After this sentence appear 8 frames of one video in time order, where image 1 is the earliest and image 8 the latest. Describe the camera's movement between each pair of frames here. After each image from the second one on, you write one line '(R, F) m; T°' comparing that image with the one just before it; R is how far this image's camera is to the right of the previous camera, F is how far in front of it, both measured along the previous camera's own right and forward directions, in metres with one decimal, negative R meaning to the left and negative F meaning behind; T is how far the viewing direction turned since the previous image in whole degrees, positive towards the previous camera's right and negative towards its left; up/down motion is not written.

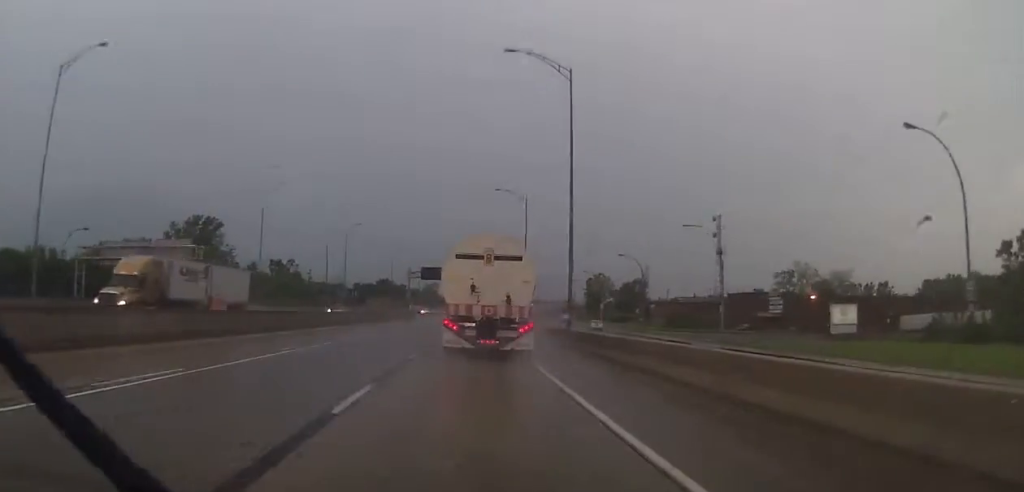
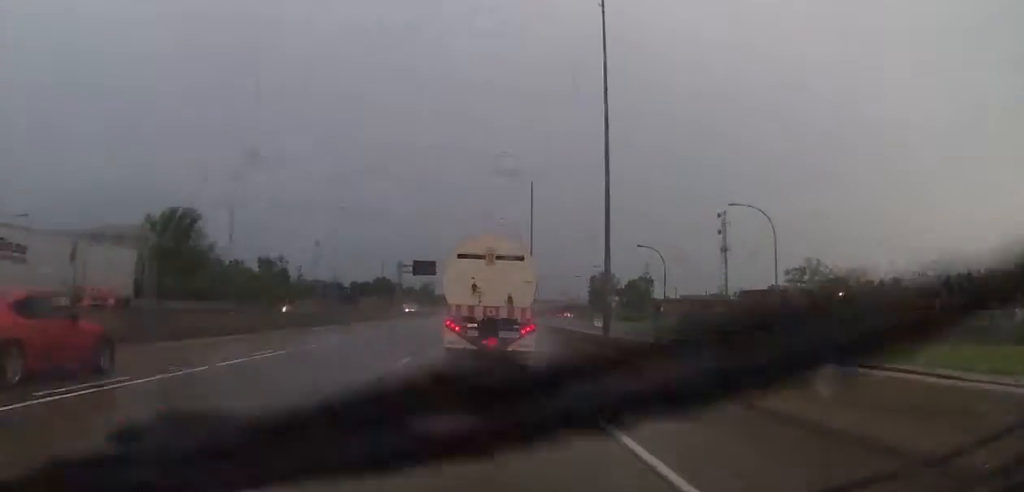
(-0.1, +10.5) m; 0°
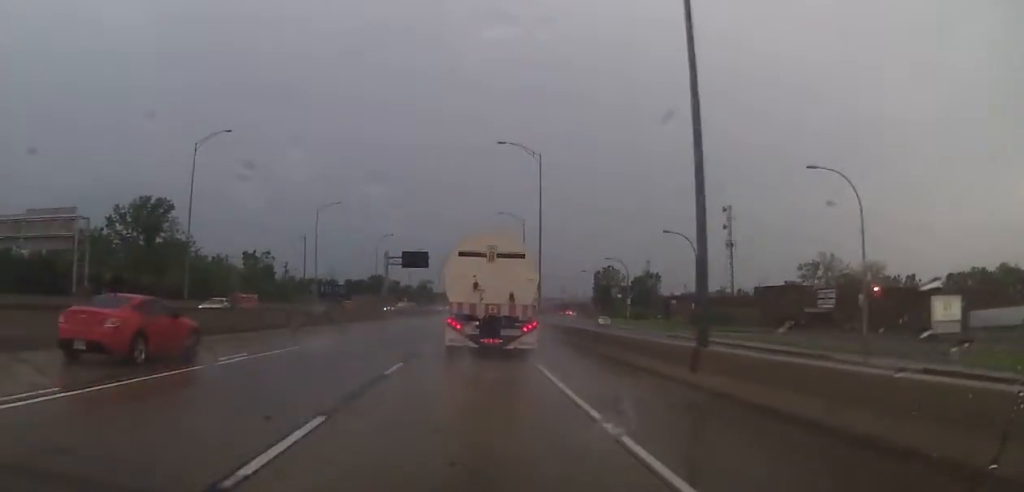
(-0.1, +11.3) m; 0°
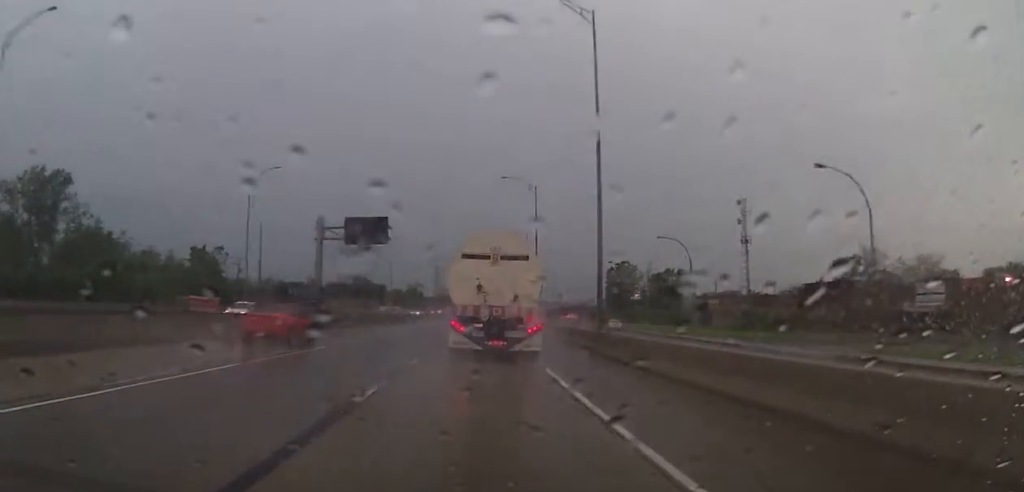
(+0.1, +30.8) m; +1°
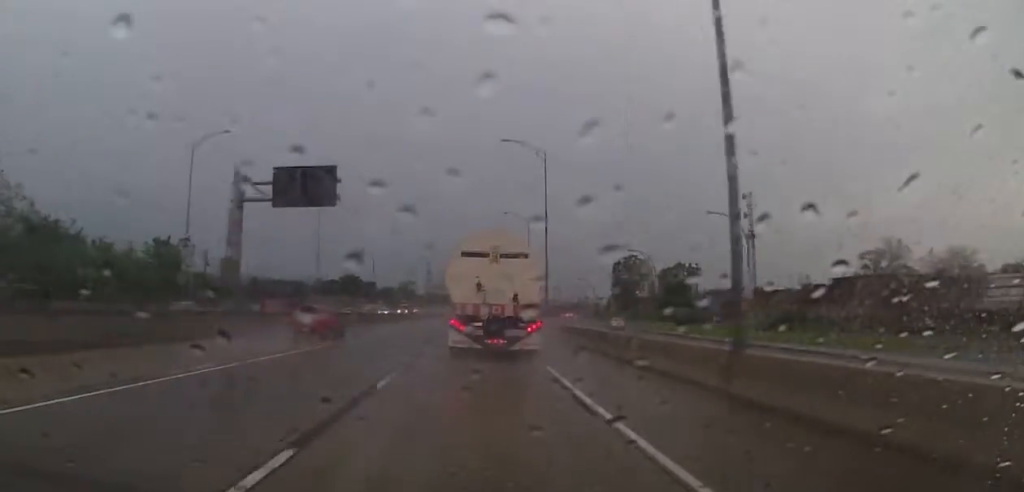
(+0.3, +15.8) m; +1°
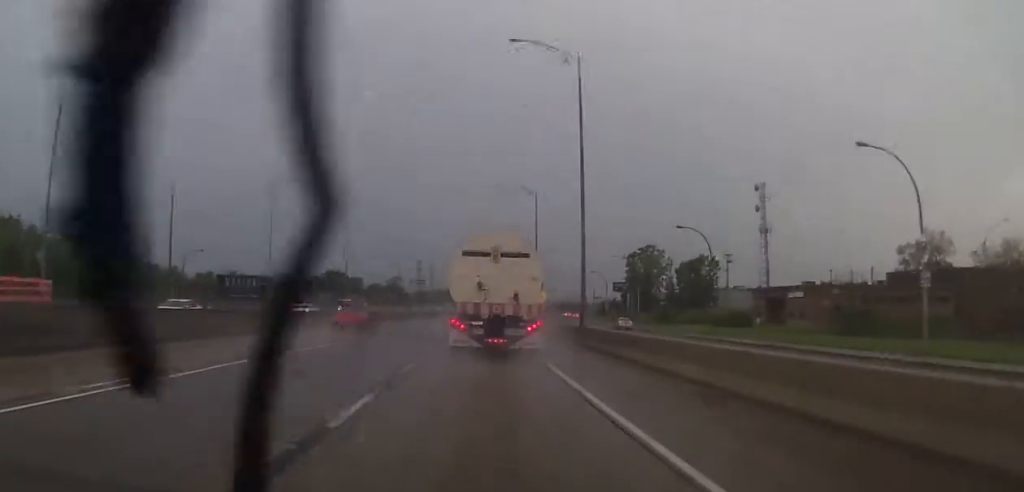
(+0.1, +22.5) m; 0°
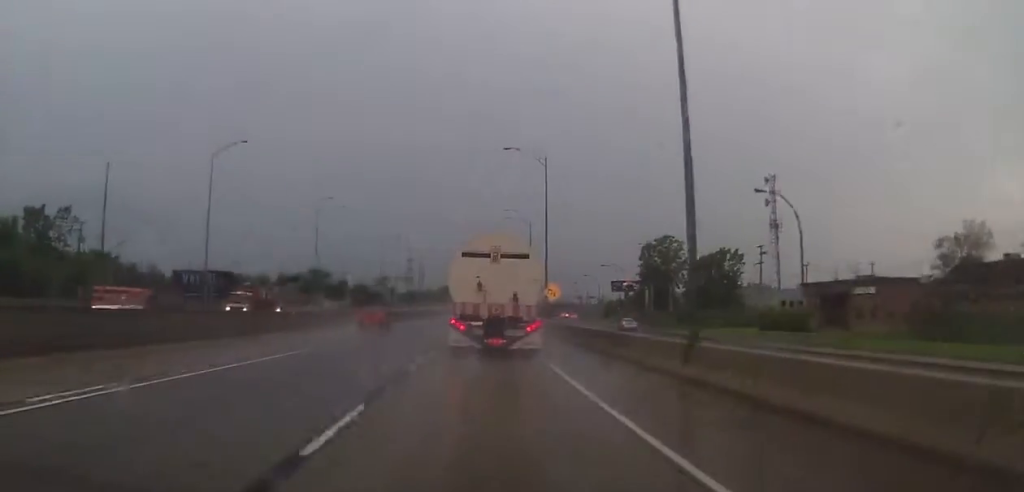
(0.0, +18.8) m; 0°
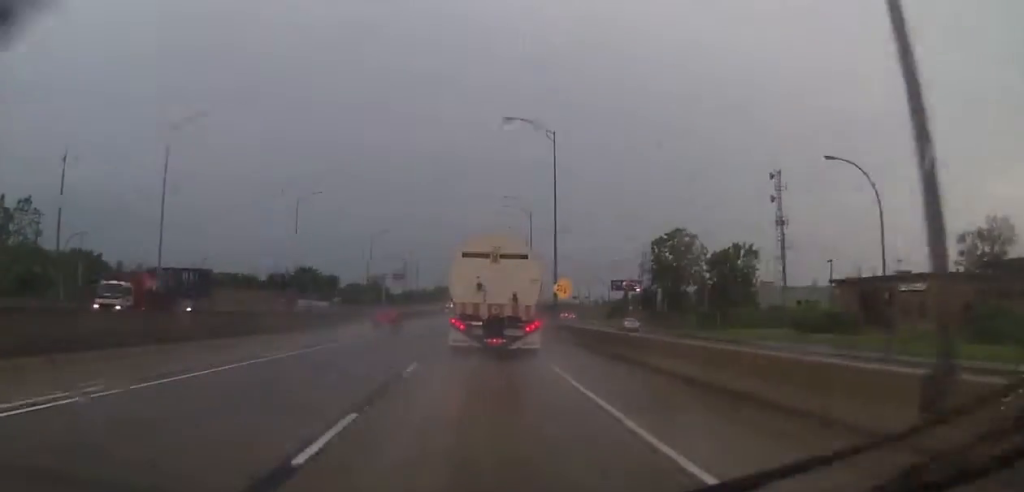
(-0.1, +9.8) m; 0°
